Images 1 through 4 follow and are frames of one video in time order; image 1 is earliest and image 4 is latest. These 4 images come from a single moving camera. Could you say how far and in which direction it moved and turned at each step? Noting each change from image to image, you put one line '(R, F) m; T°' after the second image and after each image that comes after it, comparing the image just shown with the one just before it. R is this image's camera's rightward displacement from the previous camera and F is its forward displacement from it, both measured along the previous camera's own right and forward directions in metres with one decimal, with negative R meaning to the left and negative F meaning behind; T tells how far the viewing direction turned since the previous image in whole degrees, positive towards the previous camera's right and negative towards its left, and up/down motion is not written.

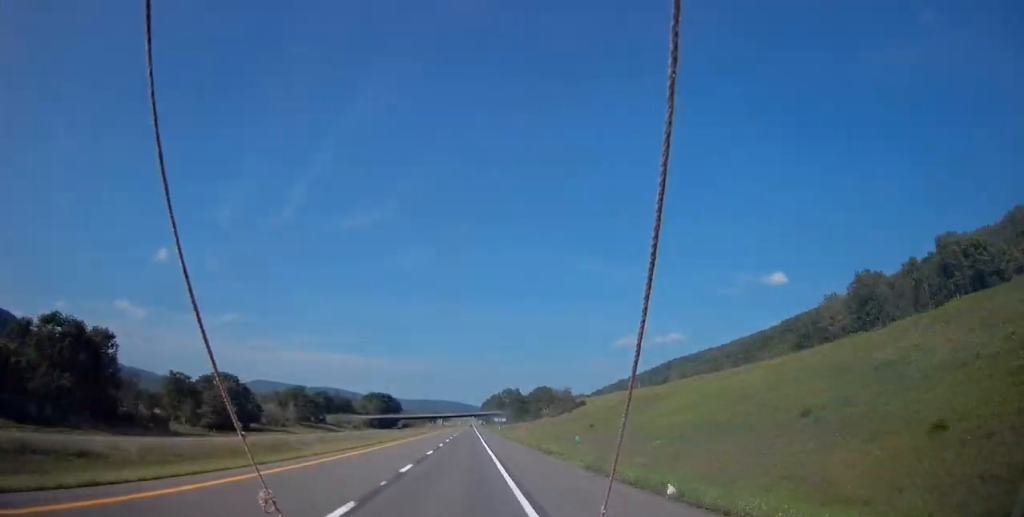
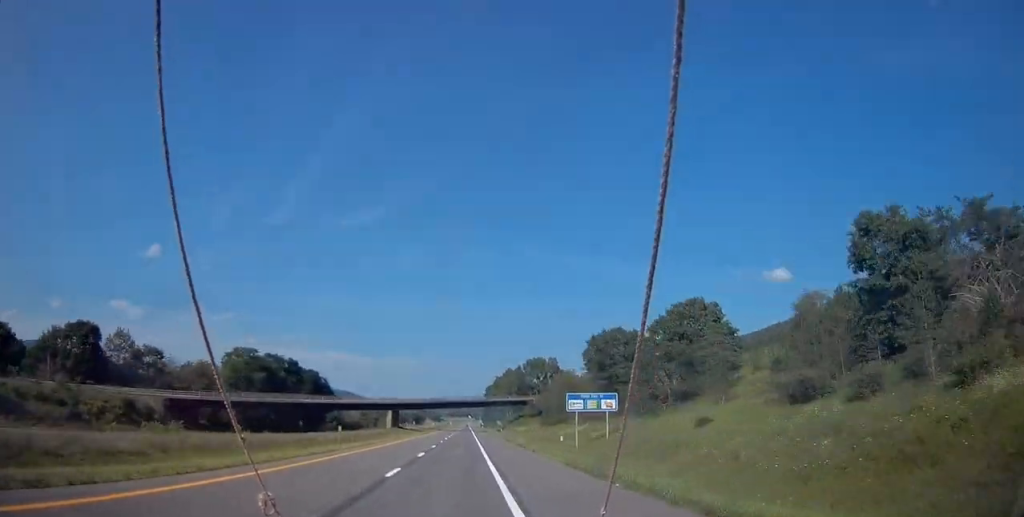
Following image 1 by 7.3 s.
(+1.2, +208.2) m; 0°
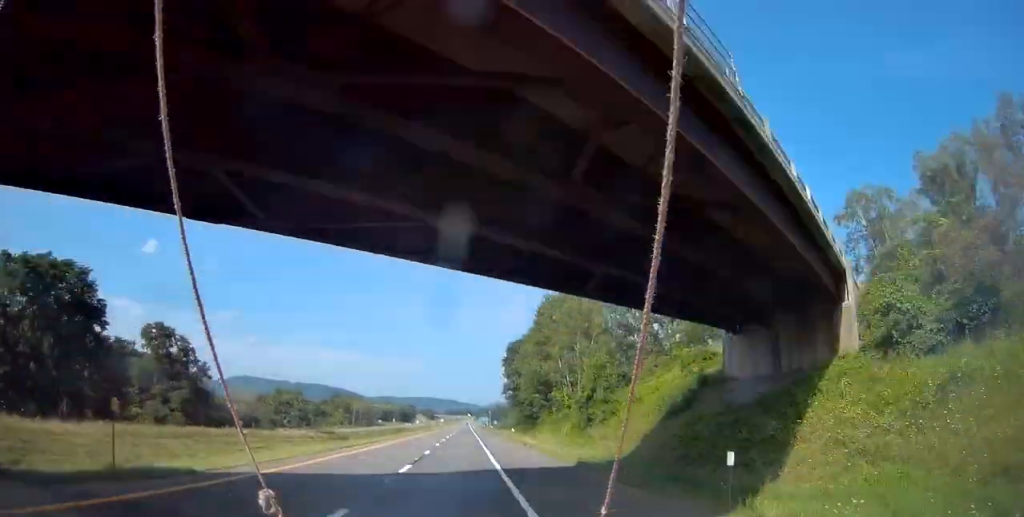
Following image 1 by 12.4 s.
(-0.8, +143.7) m; 0°
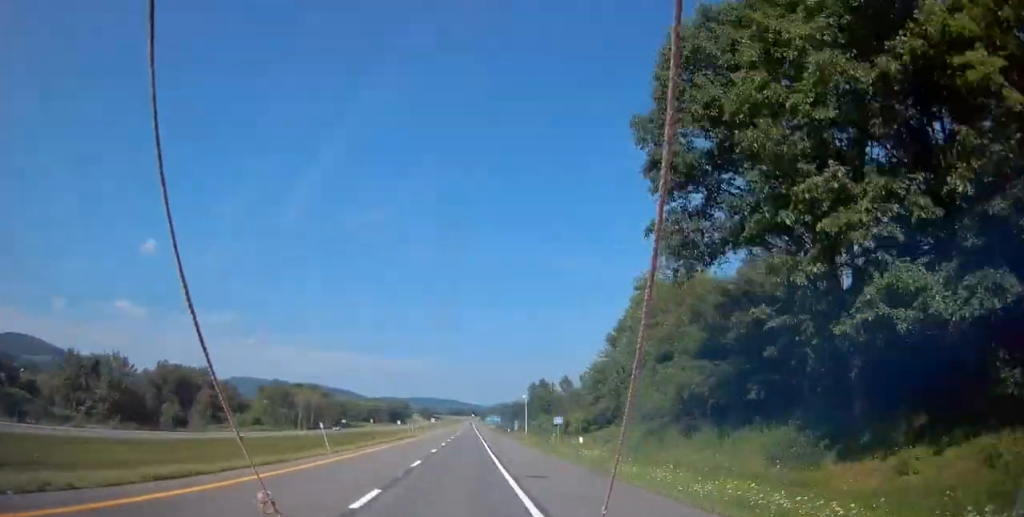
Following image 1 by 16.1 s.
(+0.3, +106.0) m; 0°
